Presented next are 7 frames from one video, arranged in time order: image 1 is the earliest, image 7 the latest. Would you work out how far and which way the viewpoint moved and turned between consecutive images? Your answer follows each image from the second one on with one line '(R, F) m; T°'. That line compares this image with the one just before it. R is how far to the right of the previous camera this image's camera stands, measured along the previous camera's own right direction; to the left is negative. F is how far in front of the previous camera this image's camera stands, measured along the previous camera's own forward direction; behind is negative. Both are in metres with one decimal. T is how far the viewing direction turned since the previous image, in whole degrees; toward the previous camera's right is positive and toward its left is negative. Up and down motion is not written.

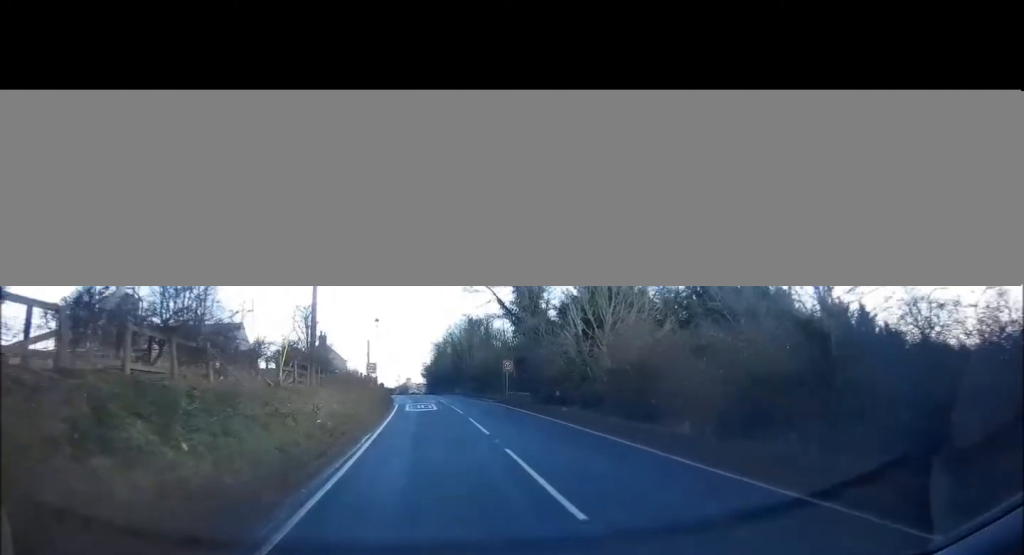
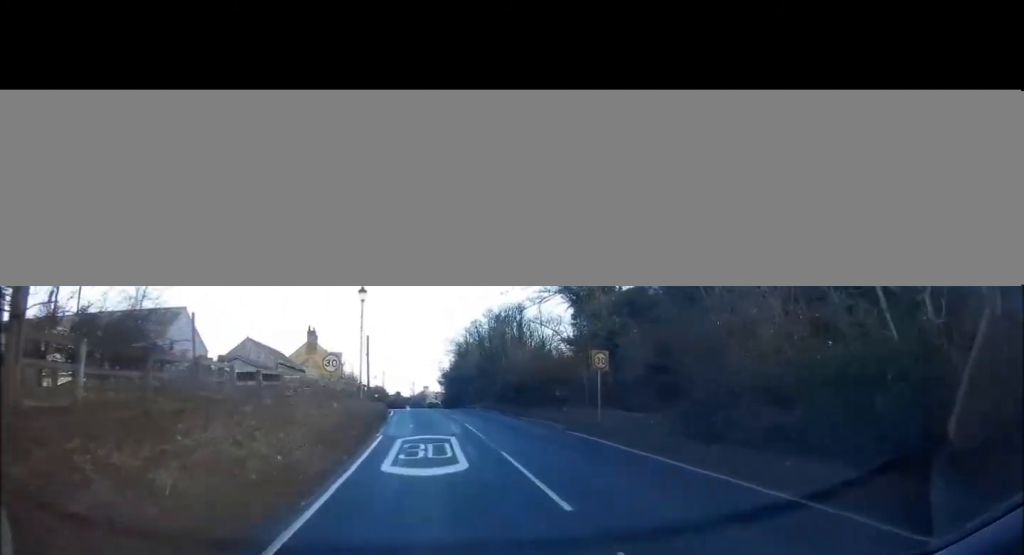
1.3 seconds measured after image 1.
(-0.4, +17.7) m; -2°
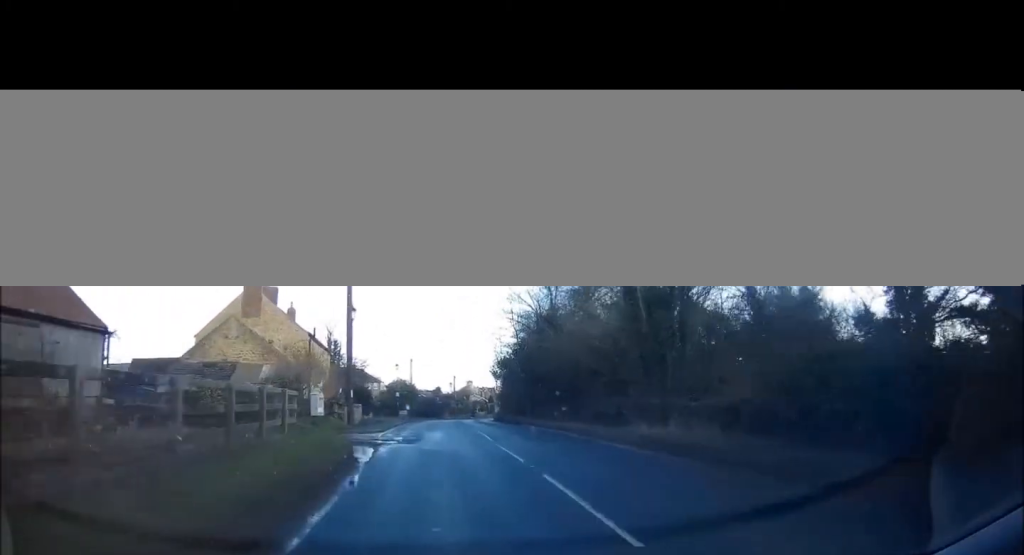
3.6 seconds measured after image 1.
(-0.3, +30.0) m; -3°
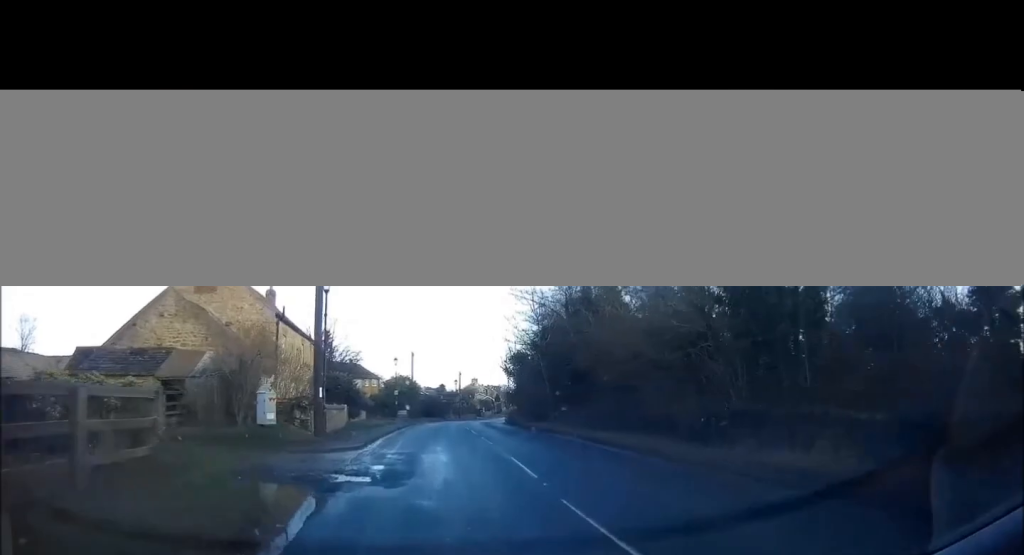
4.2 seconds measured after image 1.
(-0.2, +7.0) m; -1°
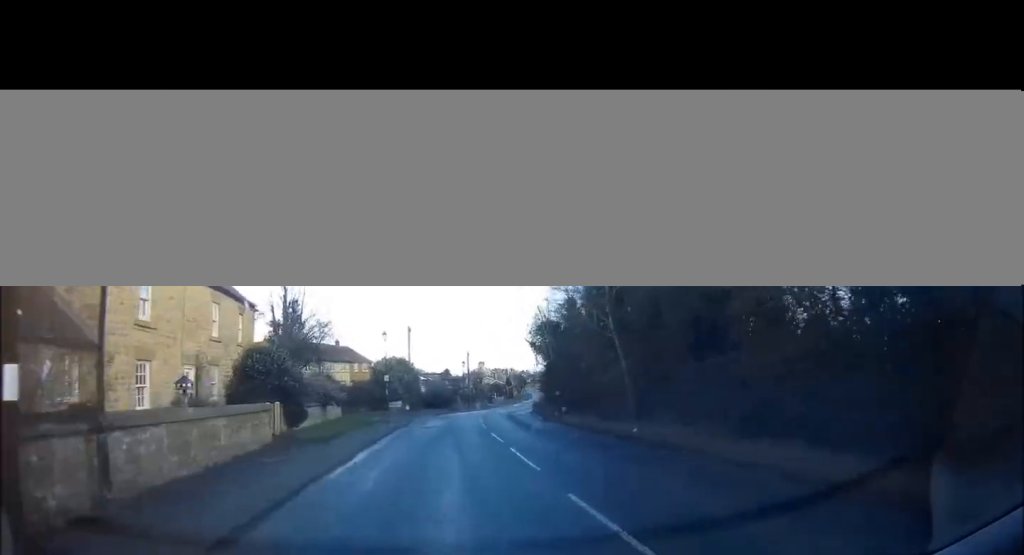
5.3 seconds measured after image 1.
(-0.1, +13.0) m; 0°
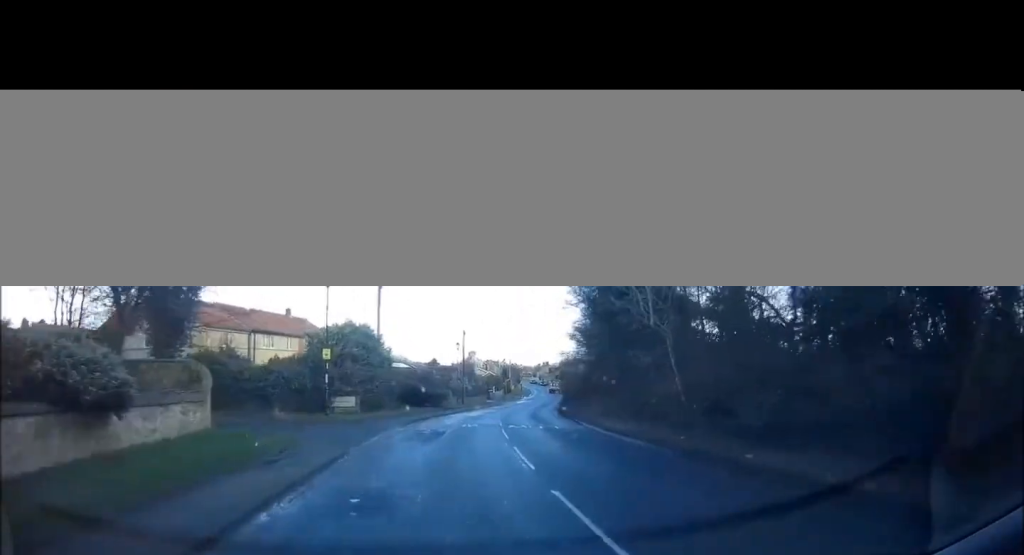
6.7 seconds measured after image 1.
(0.0, +17.1) m; +1°
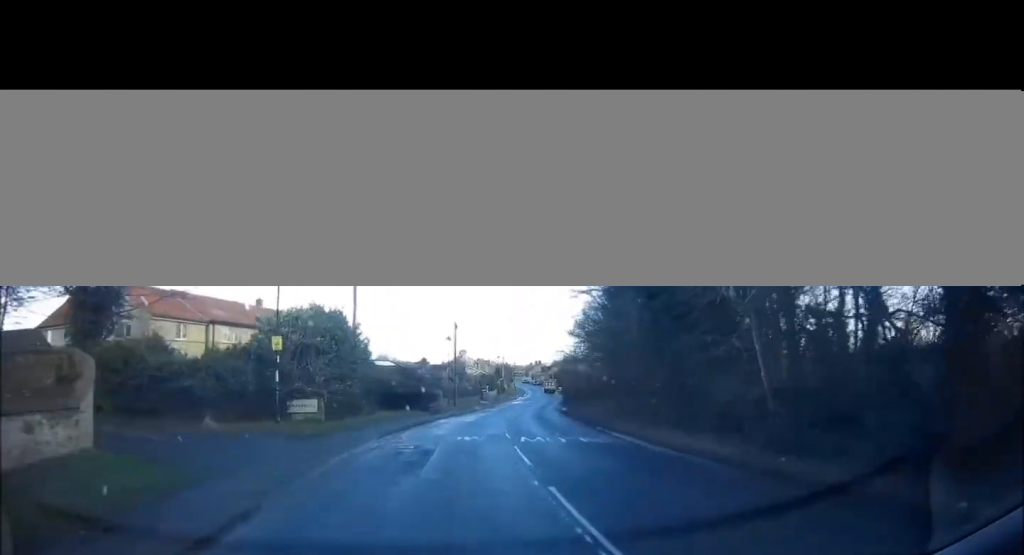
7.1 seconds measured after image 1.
(-0.1, +5.3) m; +2°
